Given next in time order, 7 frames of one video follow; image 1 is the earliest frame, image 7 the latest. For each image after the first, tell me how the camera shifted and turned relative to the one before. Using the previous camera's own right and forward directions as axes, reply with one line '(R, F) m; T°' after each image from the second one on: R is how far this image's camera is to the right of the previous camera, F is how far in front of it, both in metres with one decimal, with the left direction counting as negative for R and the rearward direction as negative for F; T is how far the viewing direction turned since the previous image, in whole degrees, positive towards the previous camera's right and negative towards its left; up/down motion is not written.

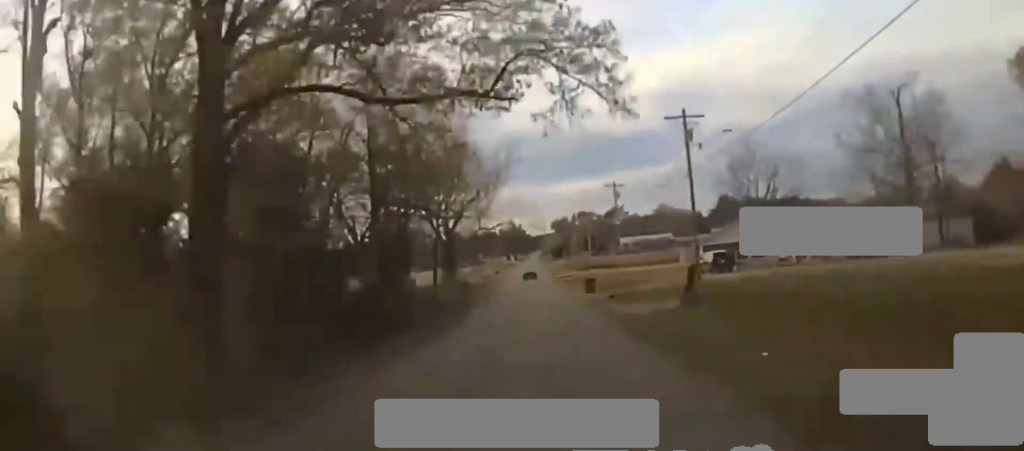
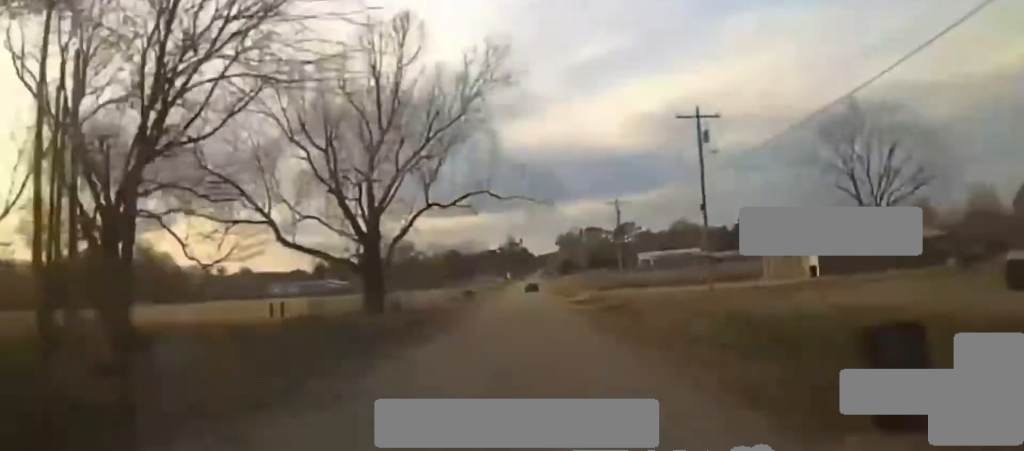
(-0.3, +46.3) m; -1°
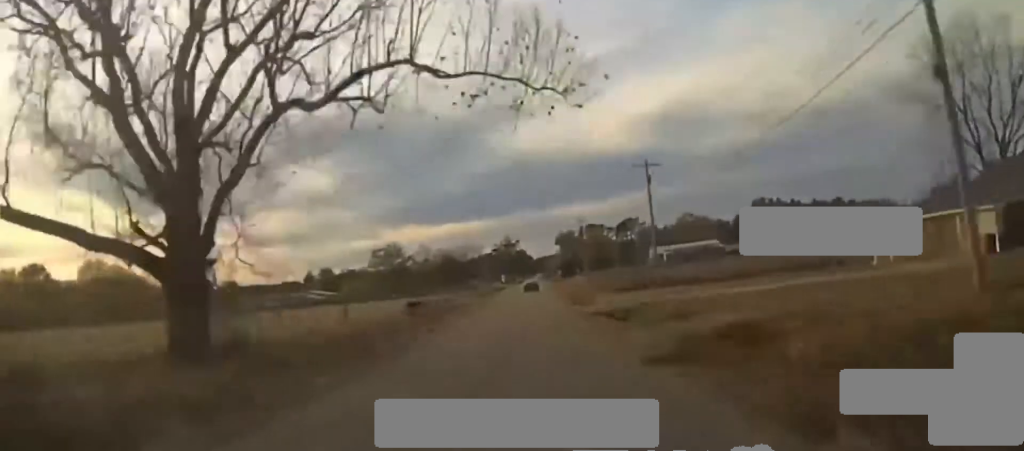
(-0.2, +32.0) m; -1°
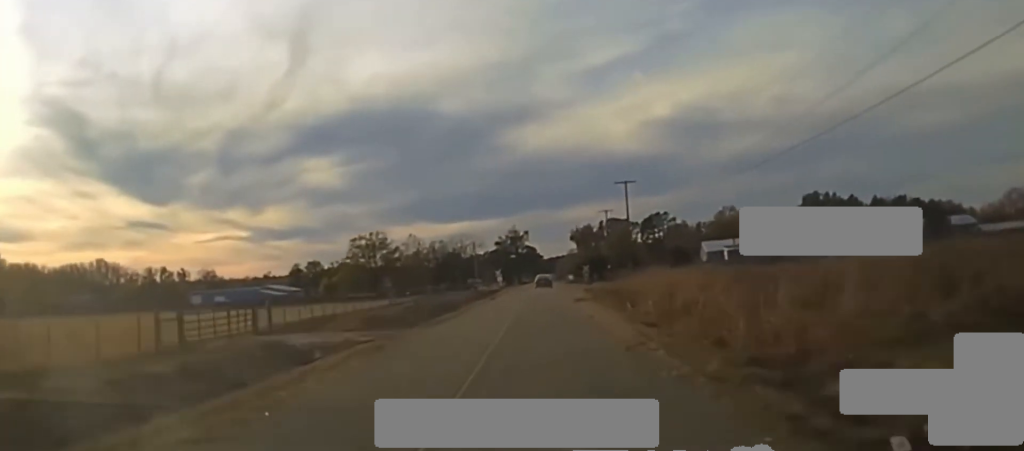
(-0.8, +68.2) m; -1°
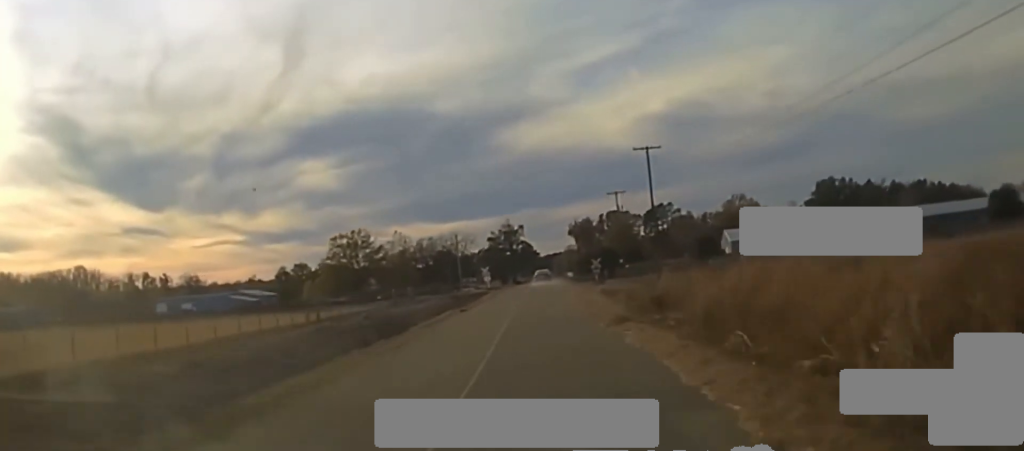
(+0.2, +23.3) m; 0°
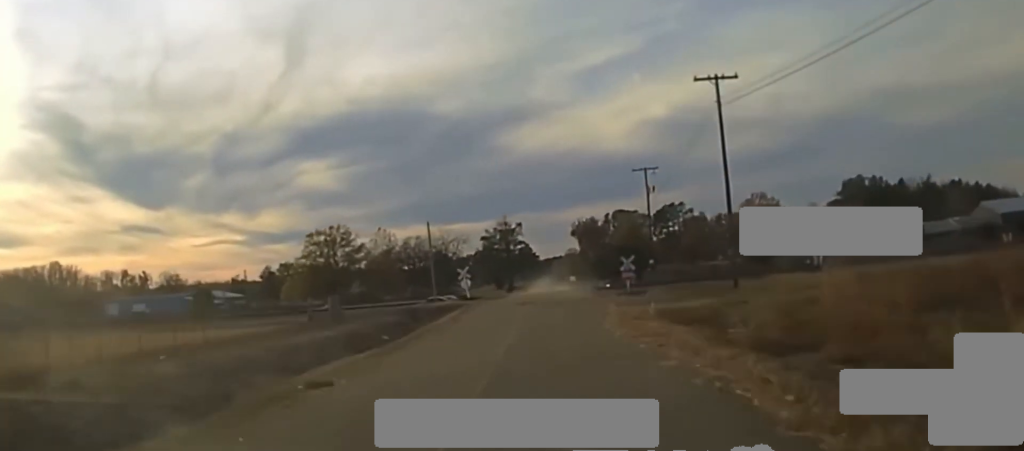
(-0.1, +29.7) m; 0°
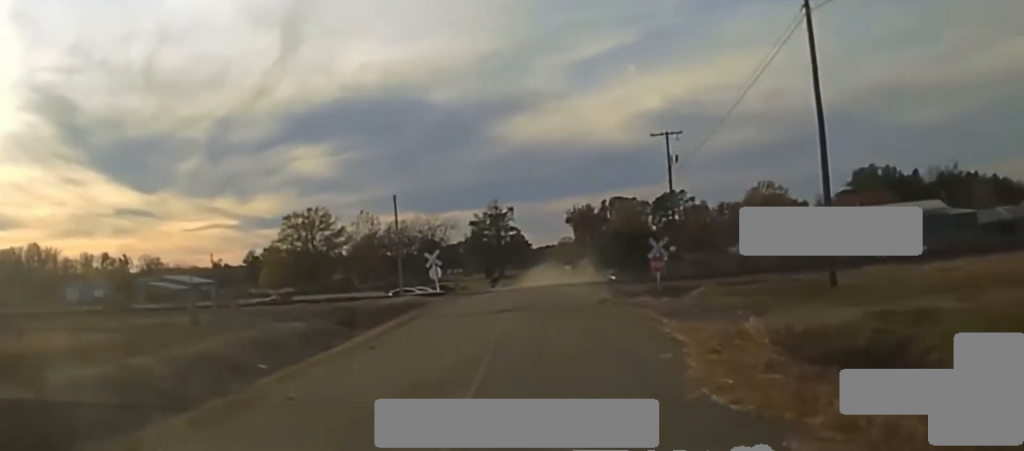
(-0.2, +17.1) m; 0°
